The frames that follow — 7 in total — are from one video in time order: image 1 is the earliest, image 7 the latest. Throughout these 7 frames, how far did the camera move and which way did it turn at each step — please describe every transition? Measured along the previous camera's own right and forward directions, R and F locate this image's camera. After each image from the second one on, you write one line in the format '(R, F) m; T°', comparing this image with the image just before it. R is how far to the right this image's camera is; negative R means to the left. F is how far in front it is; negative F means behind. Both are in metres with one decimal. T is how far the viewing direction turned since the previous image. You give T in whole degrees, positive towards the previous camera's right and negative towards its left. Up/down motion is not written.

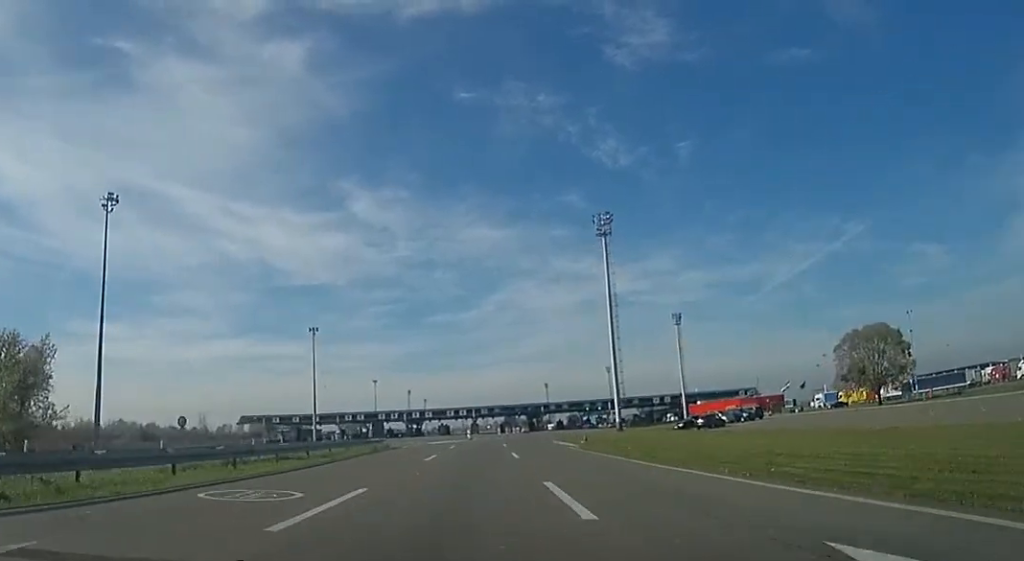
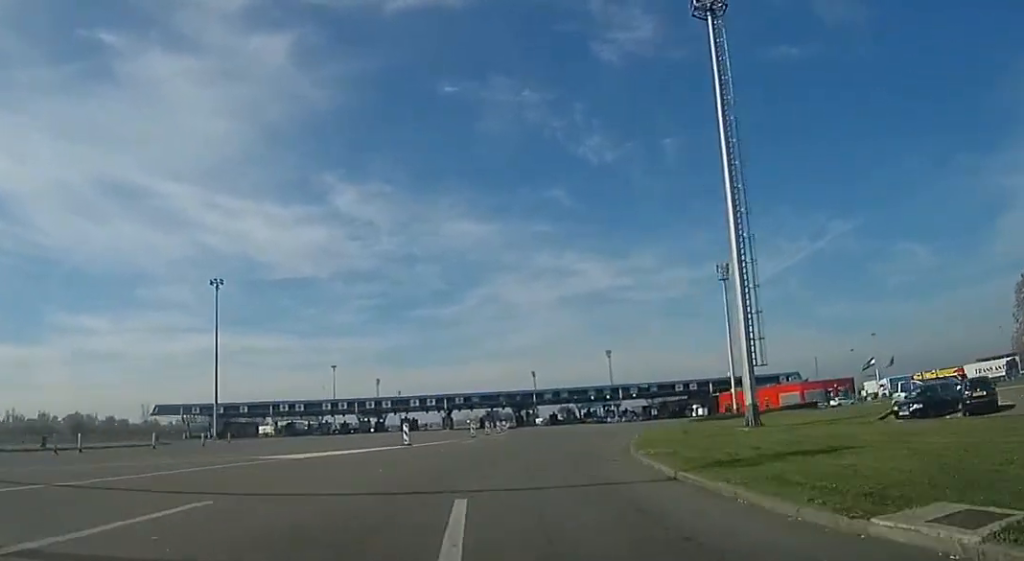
(+0.4, +40.3) m; 0°
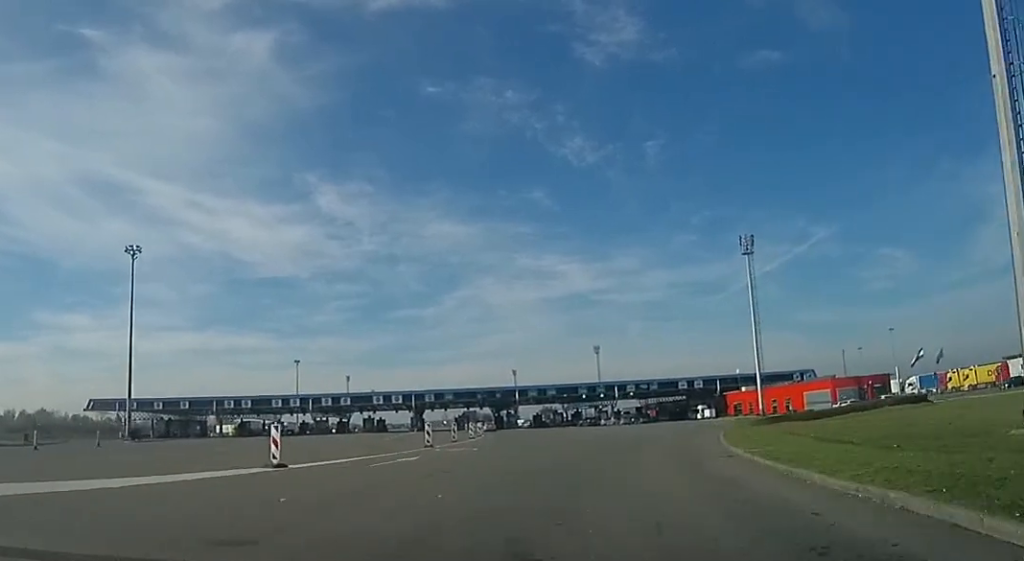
(0.0, +18.8) m; 0°
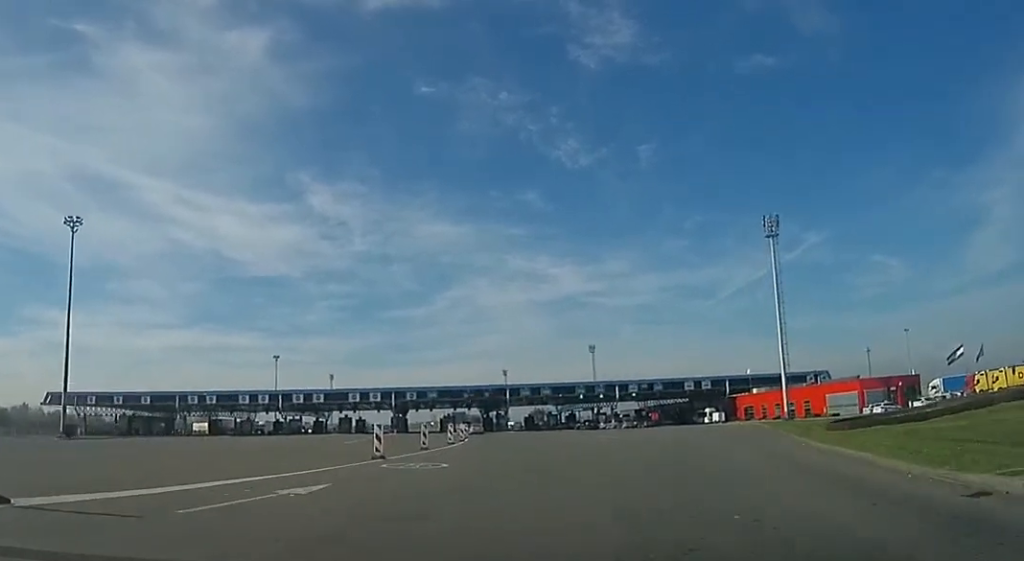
(+0.1, +11.3) m; 0°
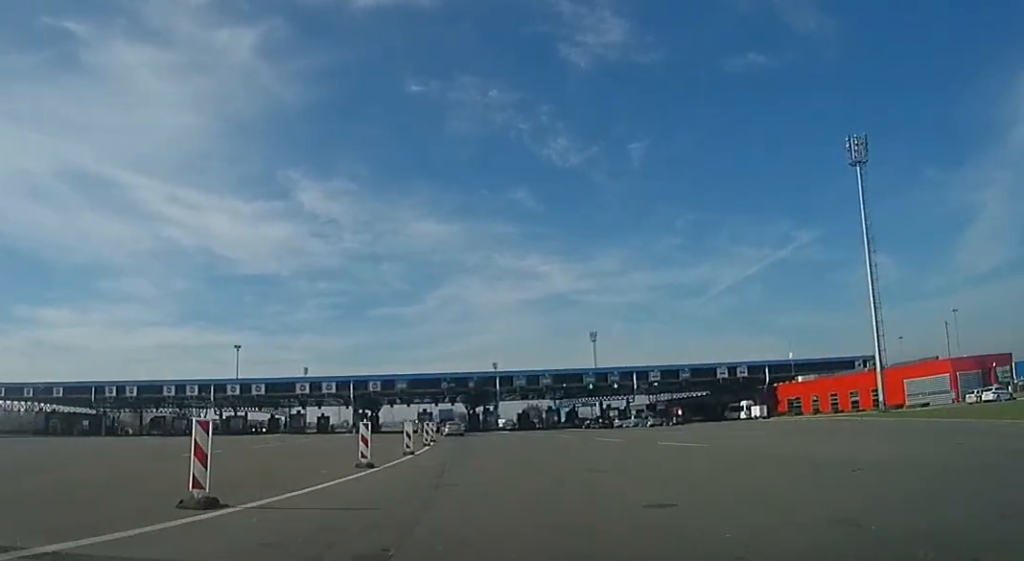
(+0.1, +23.8) m; 0°
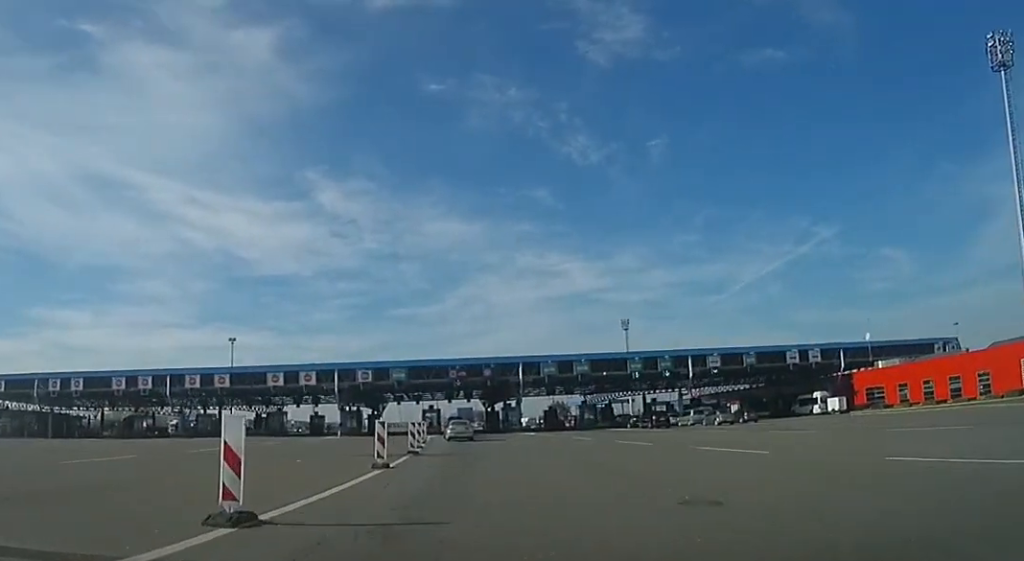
(+0.2, +18.6) m; +2°
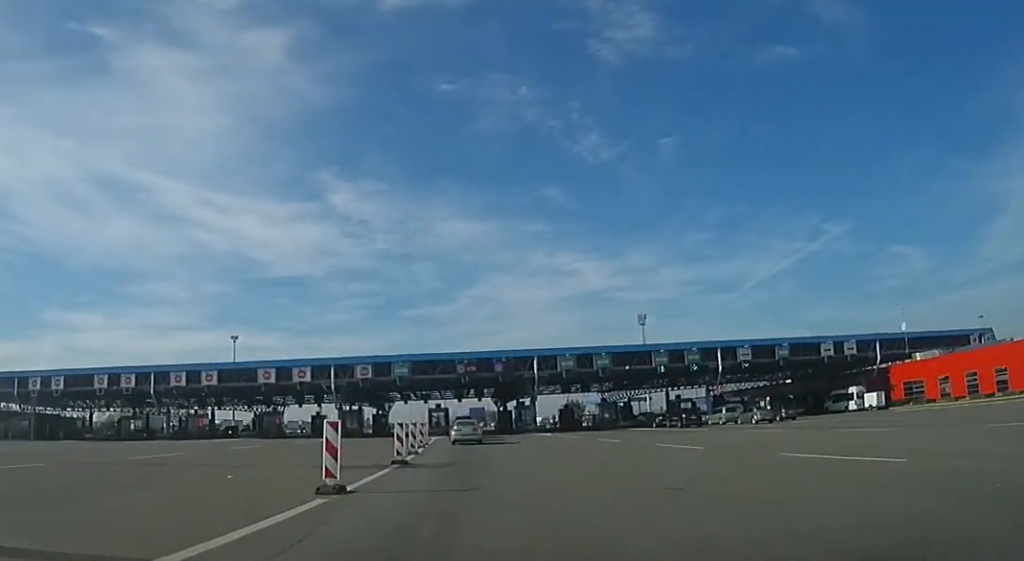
(0.0, +6.8) m; +1°
